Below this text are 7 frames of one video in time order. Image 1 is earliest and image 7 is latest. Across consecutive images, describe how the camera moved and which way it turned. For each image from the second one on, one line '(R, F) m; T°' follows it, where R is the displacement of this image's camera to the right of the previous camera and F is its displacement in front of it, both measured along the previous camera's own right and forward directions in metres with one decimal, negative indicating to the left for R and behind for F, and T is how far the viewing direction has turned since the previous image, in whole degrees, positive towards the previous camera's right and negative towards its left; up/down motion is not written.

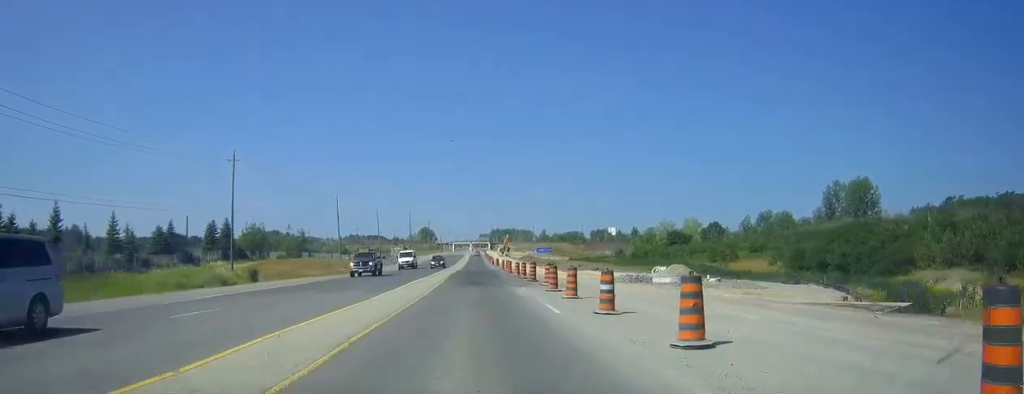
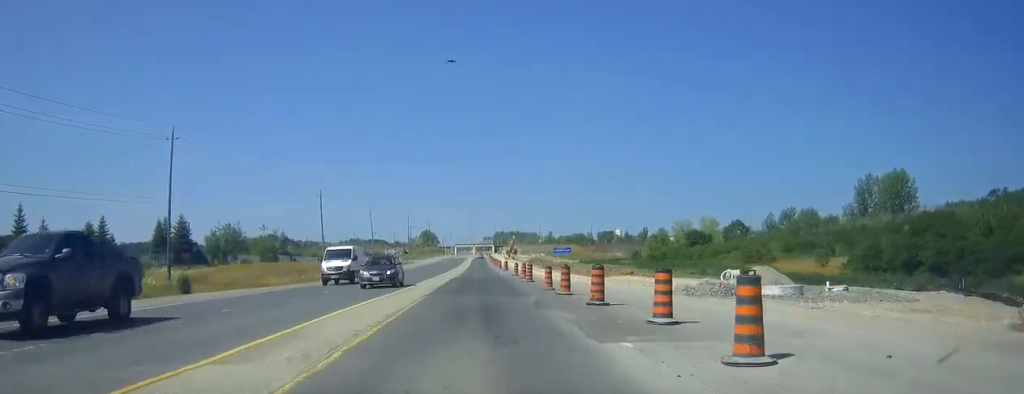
(0.0, +19.6) m; 0°
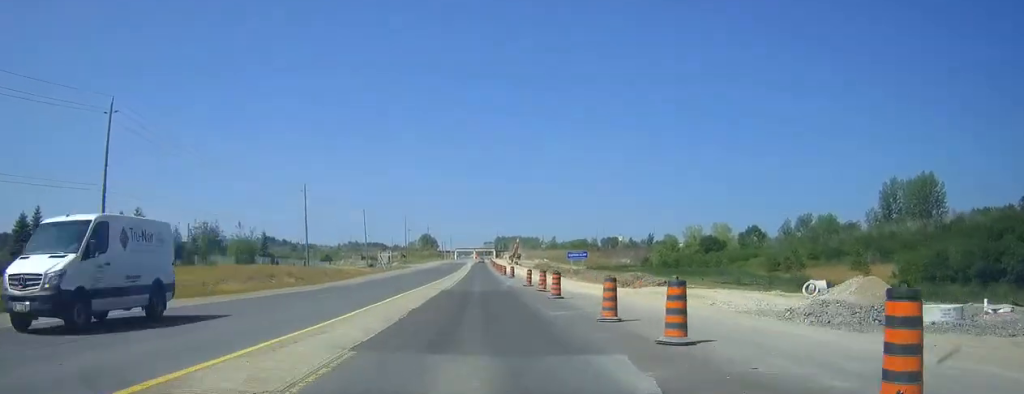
(0.0, +13.7) m; 0°
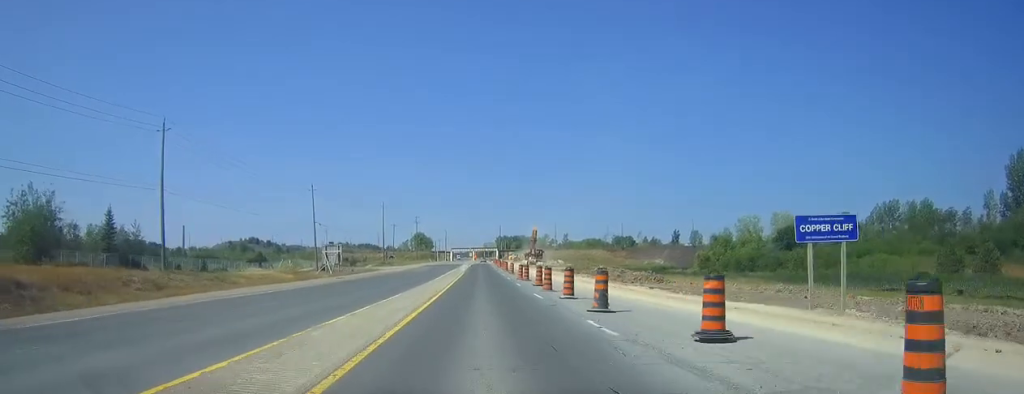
(-0.3, +59.4) m; 0°
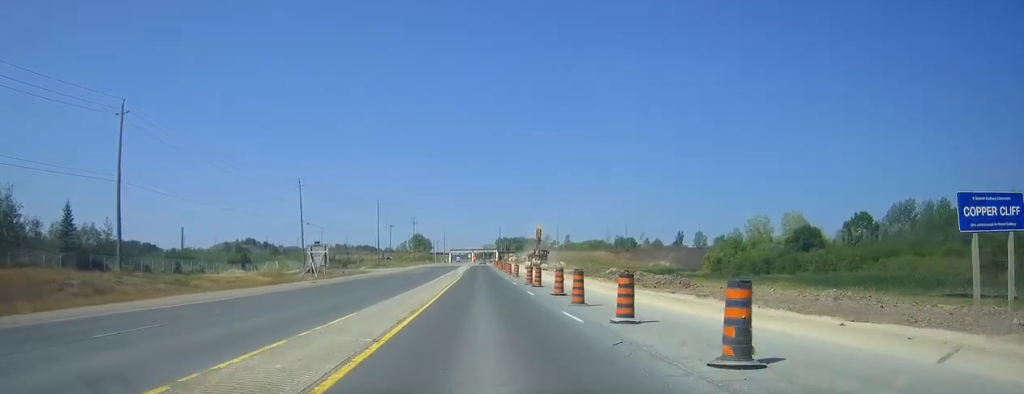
(0.0, +9.1) m; 0°
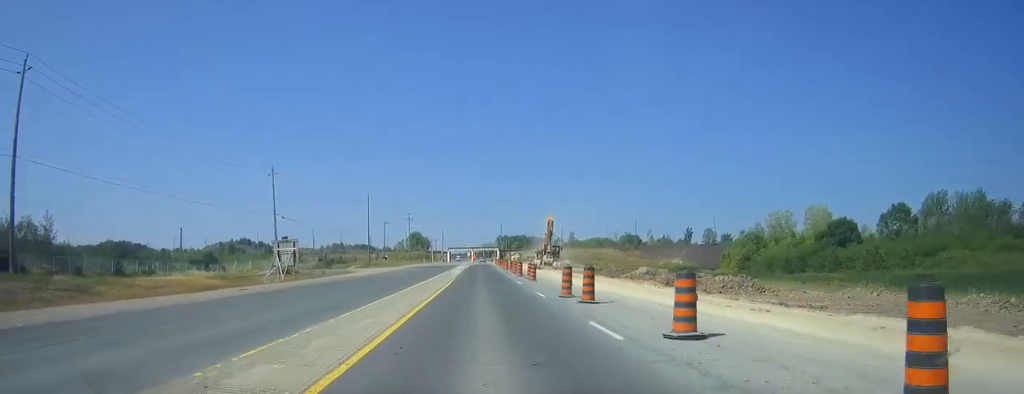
(+0.1, +16.4) m; 0°
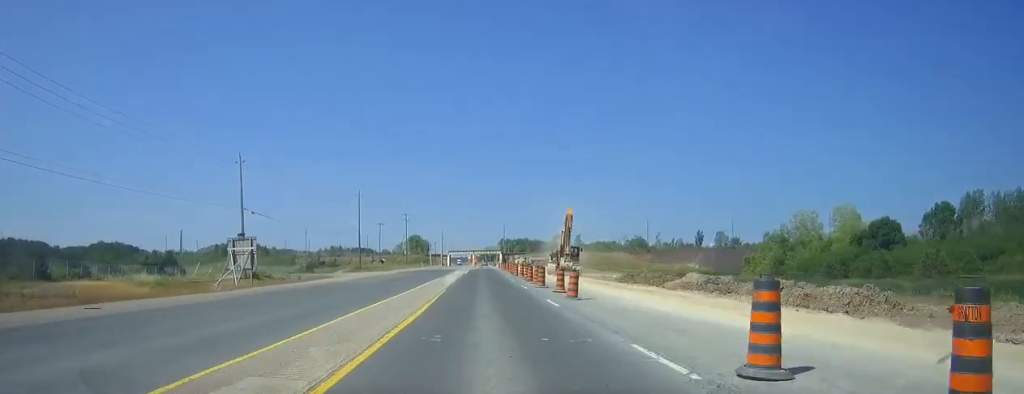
(0.0, +15.9) m; 0°
